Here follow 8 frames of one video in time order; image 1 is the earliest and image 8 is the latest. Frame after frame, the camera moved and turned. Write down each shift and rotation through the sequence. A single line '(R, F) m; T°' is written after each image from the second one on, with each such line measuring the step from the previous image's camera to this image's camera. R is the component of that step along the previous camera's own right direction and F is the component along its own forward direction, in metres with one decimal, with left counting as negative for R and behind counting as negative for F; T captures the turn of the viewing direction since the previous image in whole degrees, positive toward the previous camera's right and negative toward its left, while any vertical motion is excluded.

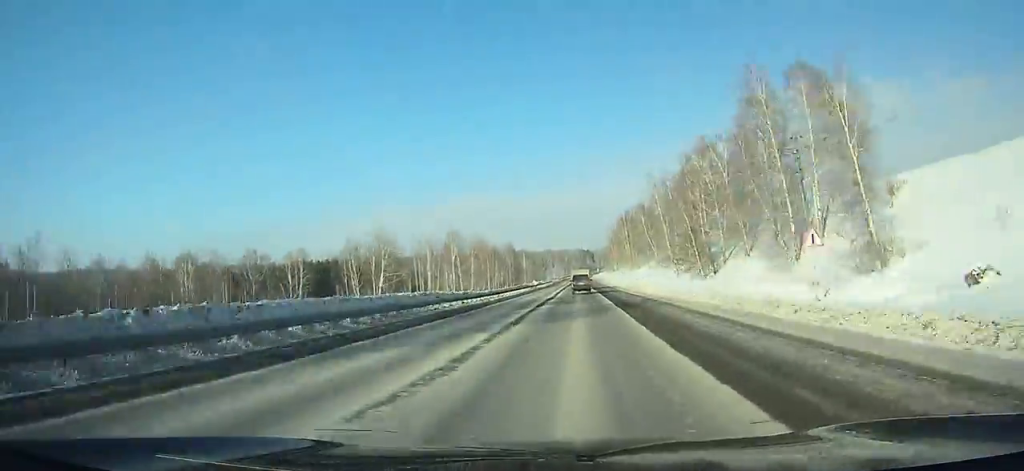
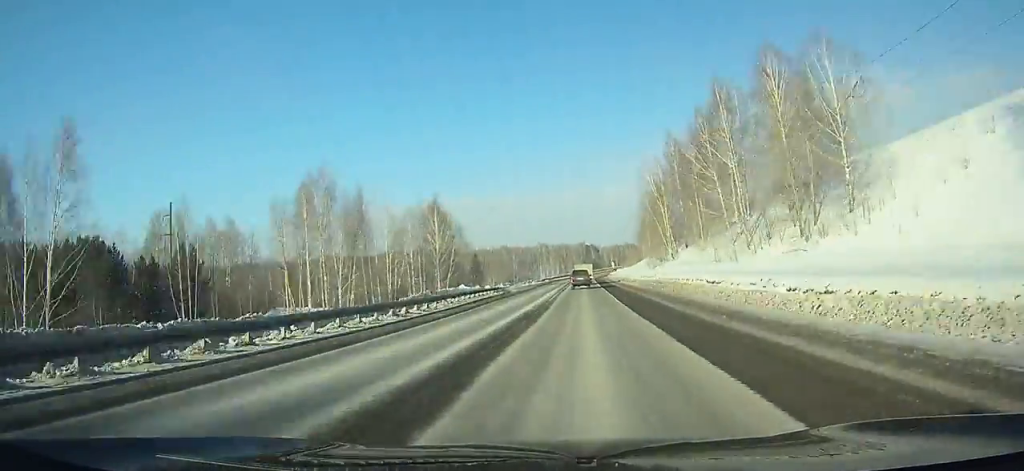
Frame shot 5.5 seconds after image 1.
(+2.8, +119.3) m; +2°
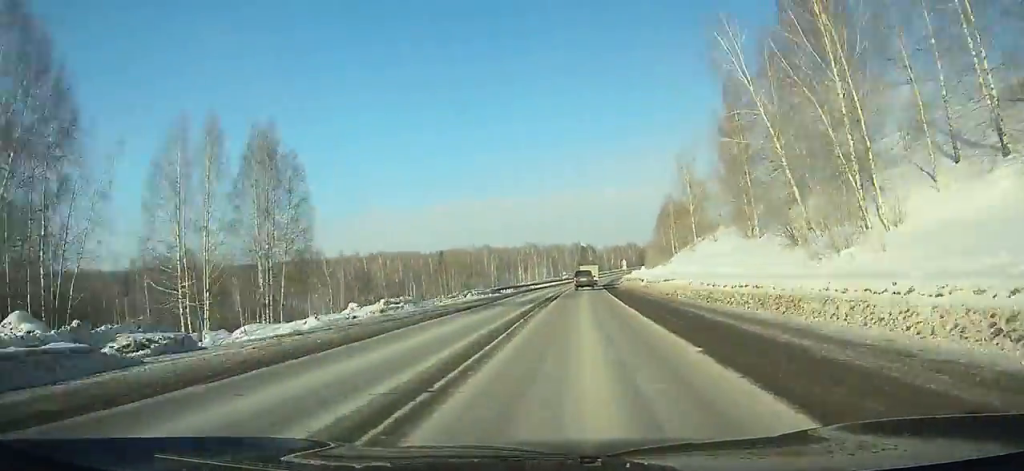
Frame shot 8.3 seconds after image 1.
(+0.2, +60.5) m; +1°
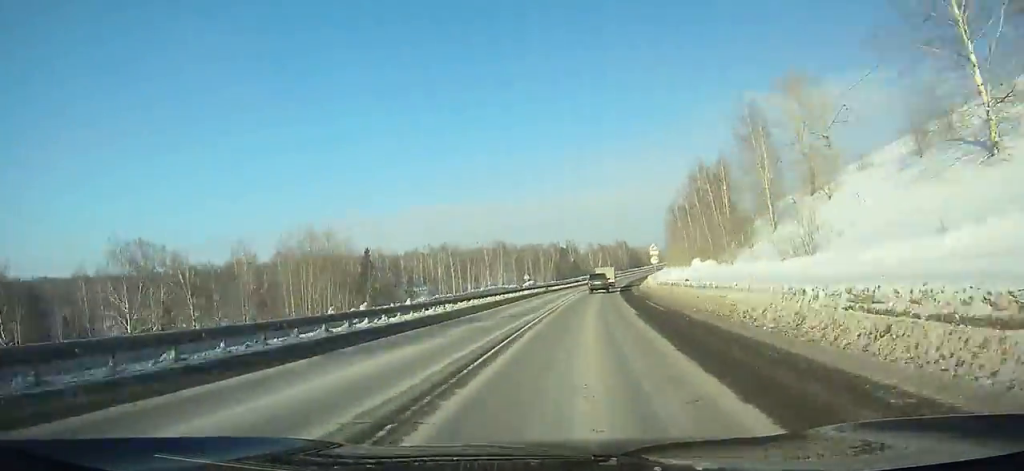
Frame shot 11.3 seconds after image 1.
(+1.0, +64.2) m; +2°
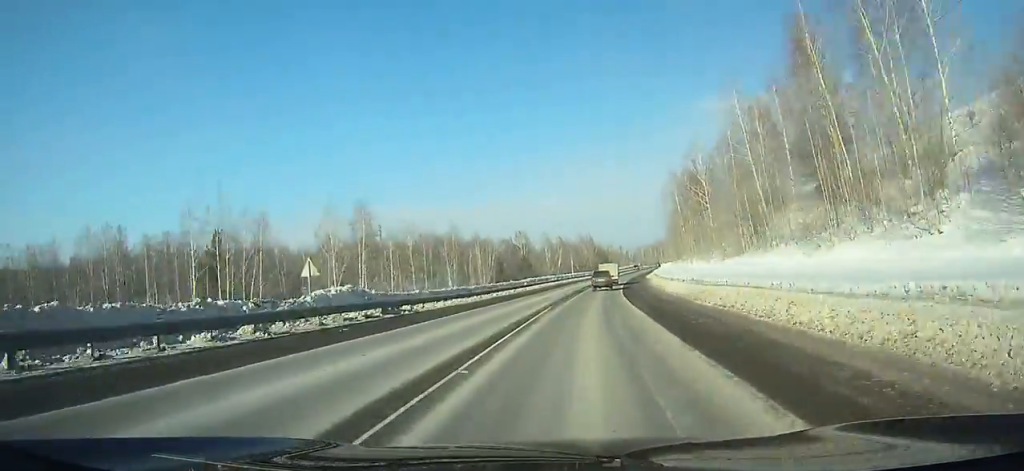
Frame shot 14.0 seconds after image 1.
(+1.0, +57.4) m; +3°
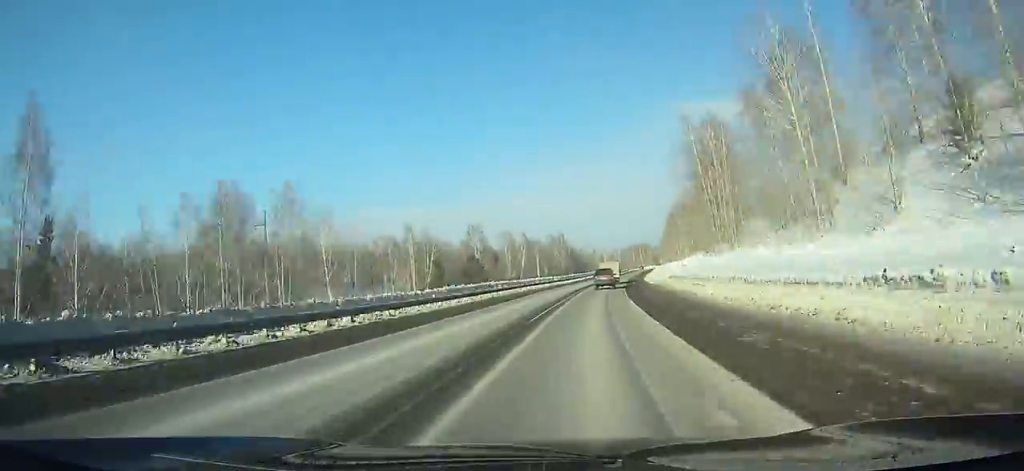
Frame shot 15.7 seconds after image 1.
(-0.1, +36.1) m; +2°
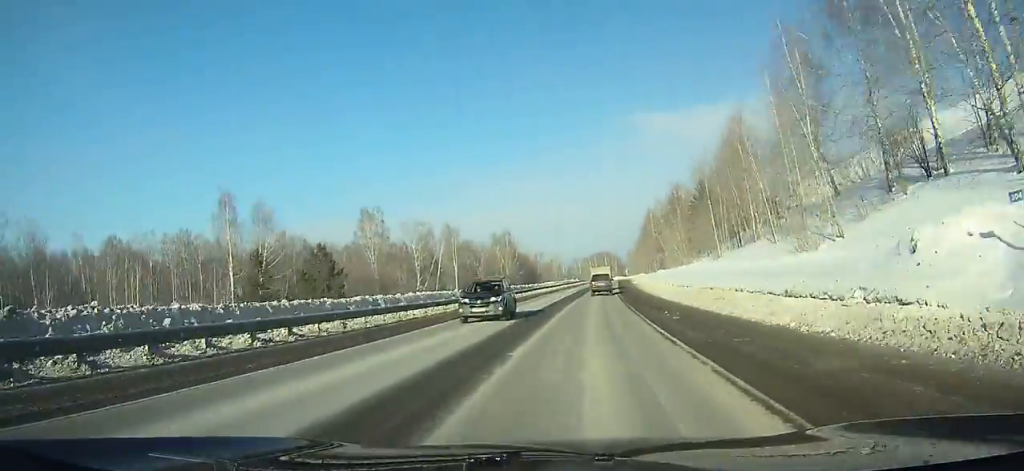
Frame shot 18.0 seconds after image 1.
(+2.2, +48.4) m; +4°
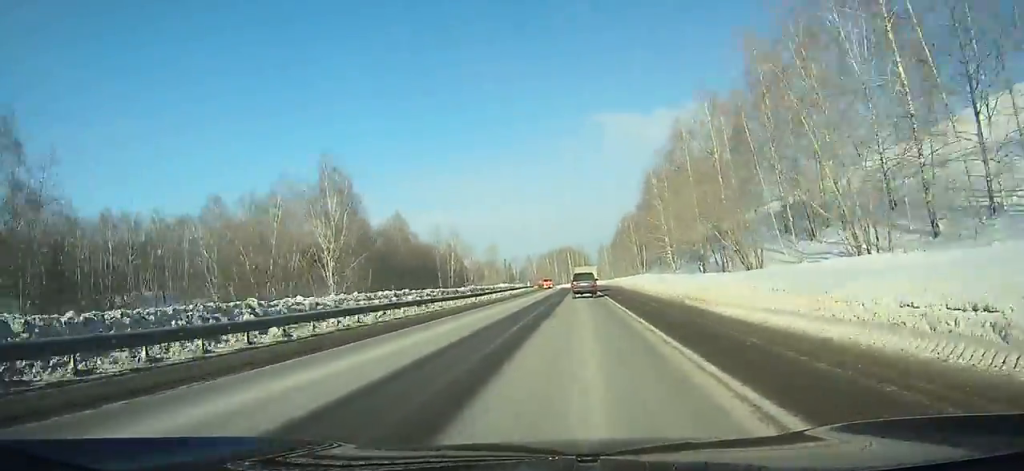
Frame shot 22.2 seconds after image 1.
(+3.3, +87.1) m; +2°
